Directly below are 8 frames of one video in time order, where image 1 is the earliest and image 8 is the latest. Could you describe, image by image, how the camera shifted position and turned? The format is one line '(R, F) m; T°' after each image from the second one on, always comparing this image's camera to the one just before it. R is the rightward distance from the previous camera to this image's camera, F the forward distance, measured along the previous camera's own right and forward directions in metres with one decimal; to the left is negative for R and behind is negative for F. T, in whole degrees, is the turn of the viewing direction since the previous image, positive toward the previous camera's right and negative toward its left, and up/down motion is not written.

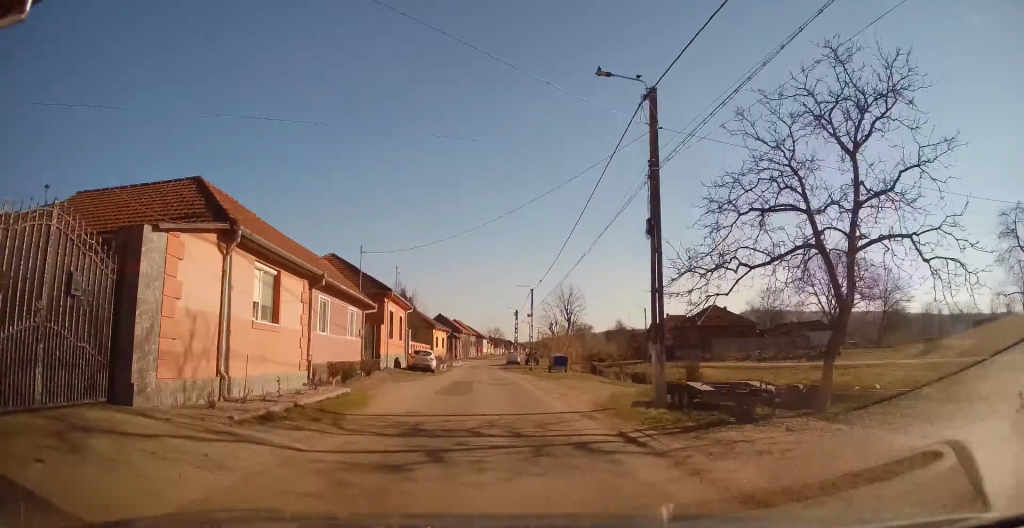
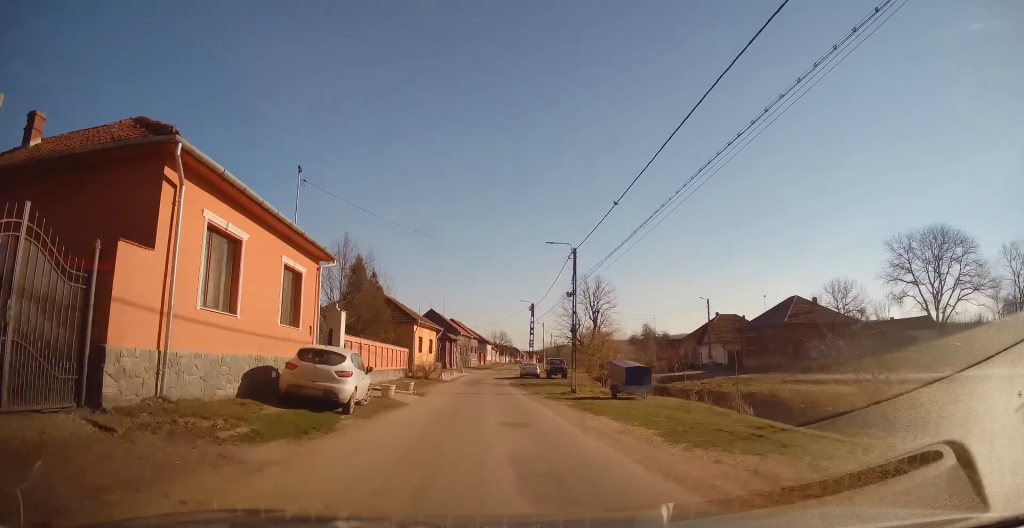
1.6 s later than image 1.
(-0.7, +21.7) m; -2°
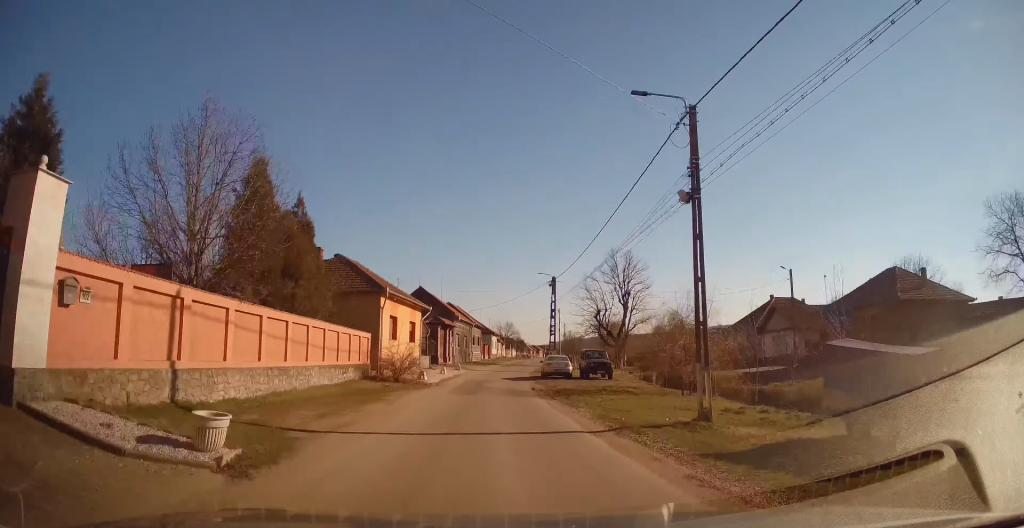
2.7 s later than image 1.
(+0.3, +16.2) m; +1°
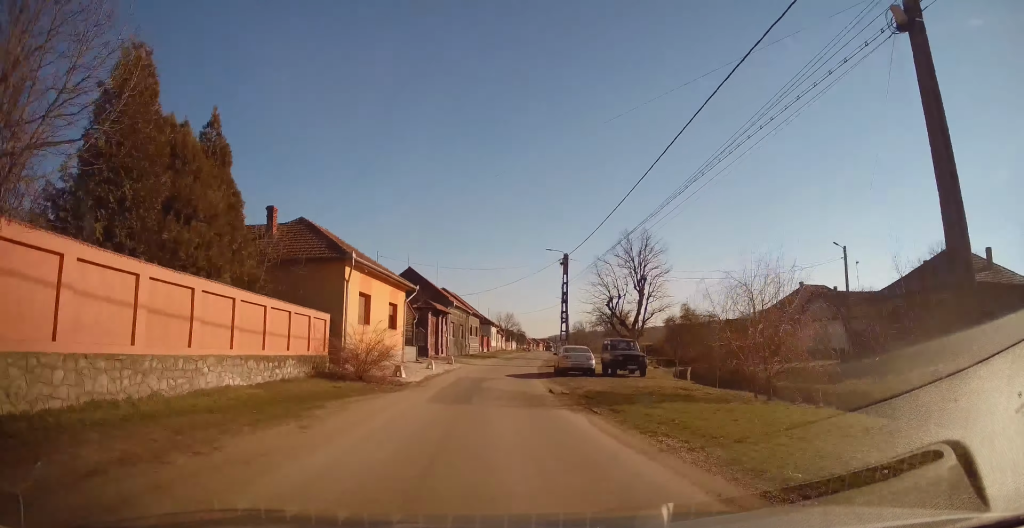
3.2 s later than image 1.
(-0.1, +7.3) m; 0°
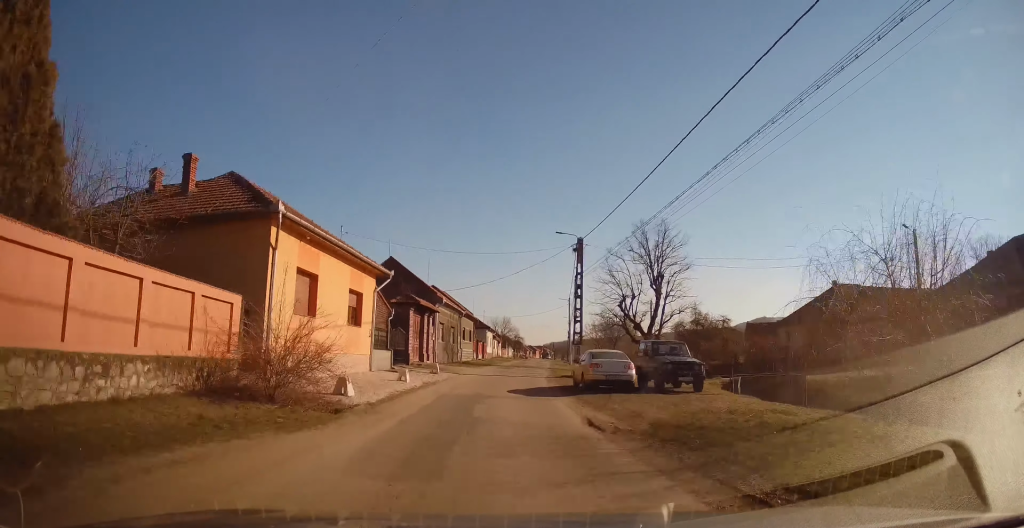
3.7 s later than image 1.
(+0.1, +7.6) m; +1°
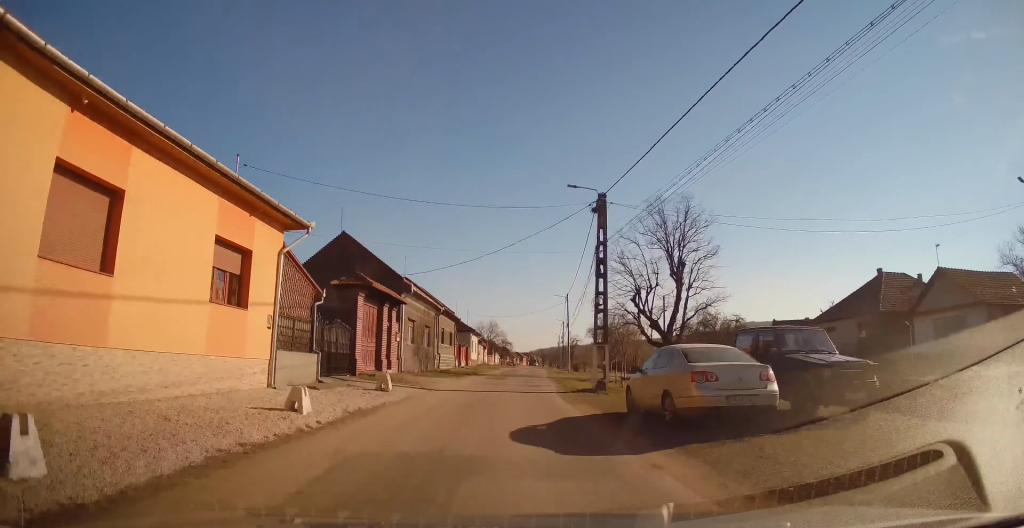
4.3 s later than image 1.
(+0.2, +9.7) m; +1°
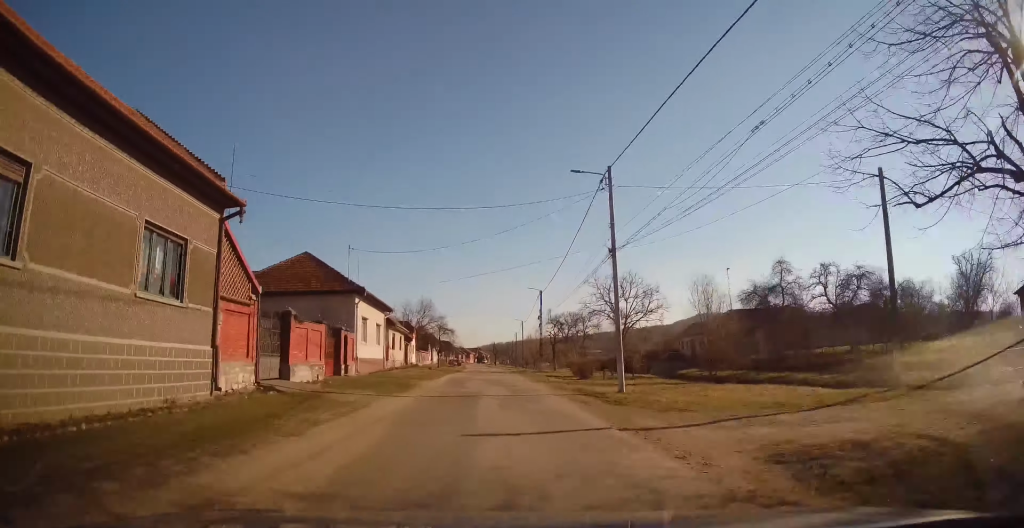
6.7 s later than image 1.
(+2.0, +38.5) m; +5°
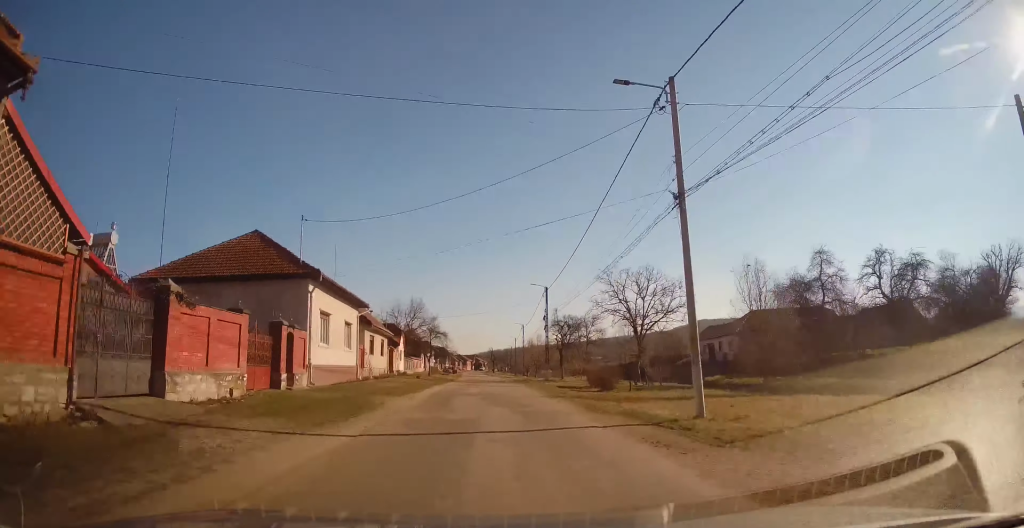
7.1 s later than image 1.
(+0.1, +7.4) m; 0°
